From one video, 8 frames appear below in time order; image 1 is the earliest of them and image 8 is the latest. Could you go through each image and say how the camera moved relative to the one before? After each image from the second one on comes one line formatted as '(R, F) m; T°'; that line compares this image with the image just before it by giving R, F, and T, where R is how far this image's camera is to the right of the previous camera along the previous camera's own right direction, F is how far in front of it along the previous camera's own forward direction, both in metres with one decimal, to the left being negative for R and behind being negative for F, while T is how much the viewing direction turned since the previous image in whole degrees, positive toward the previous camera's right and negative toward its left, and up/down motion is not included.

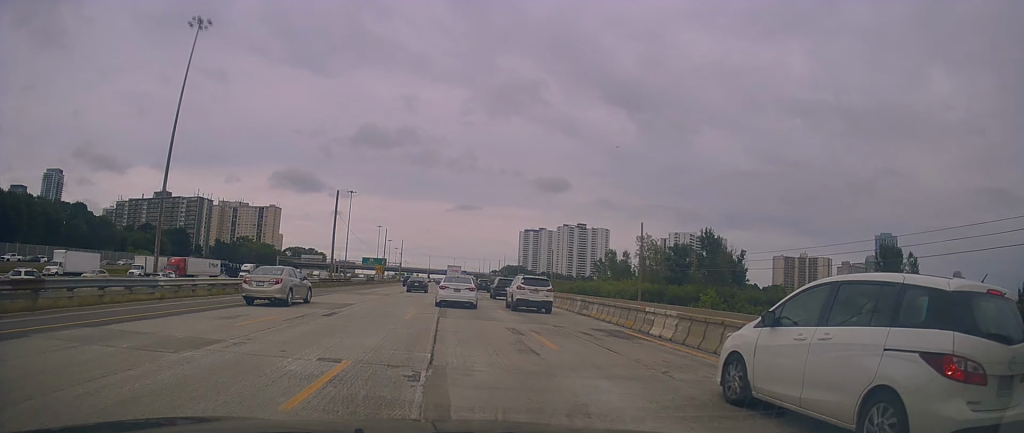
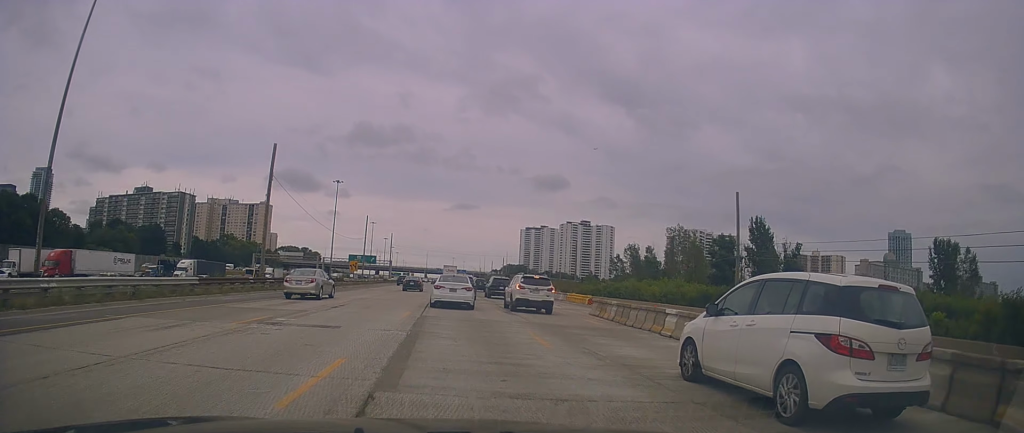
(+0.6, +24.8) m; +1°
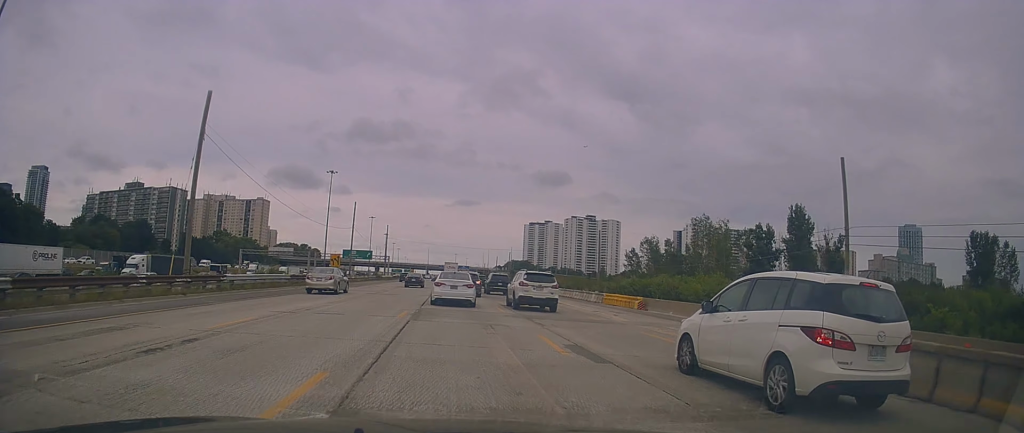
(-0.5, +13.8) m; 0°
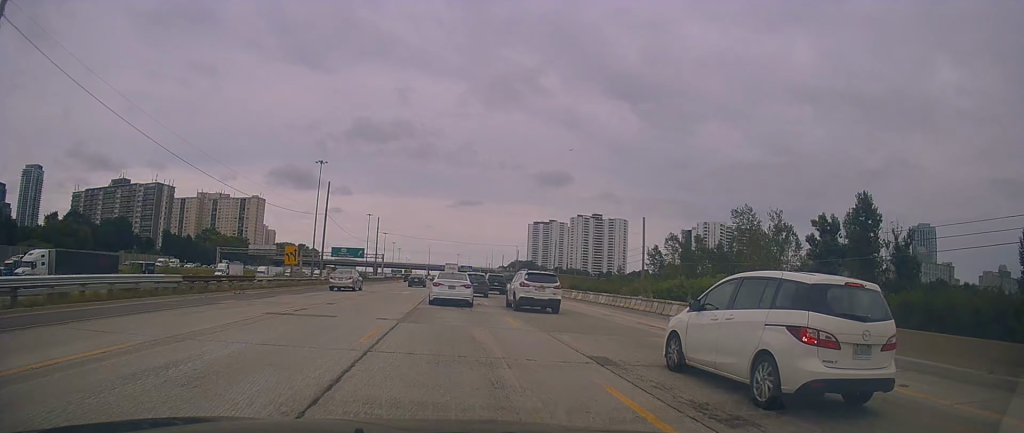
(+0.4, +19.0) m; 0°
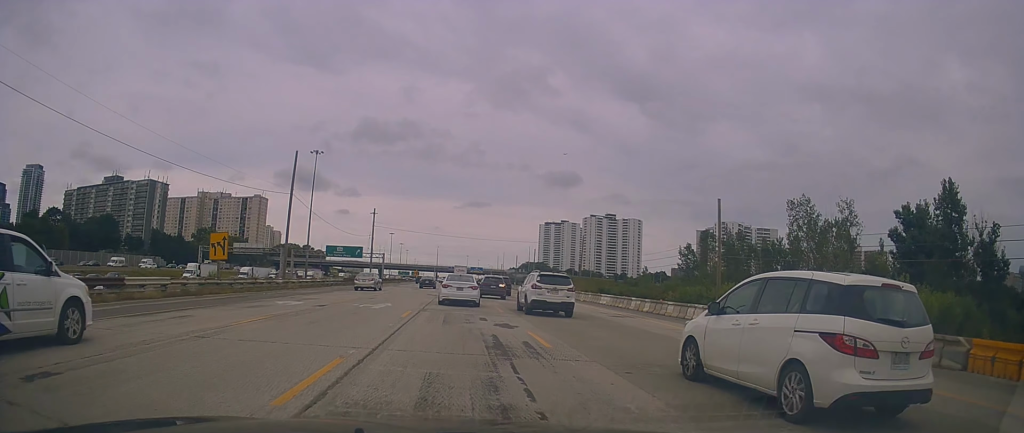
(-0.6, +16.6) m; -2°
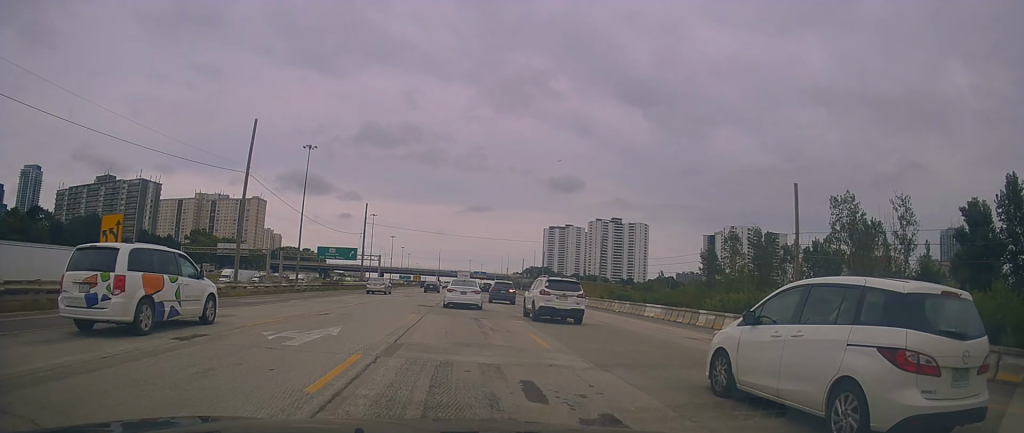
(-0.1, +10.5) m; +2°
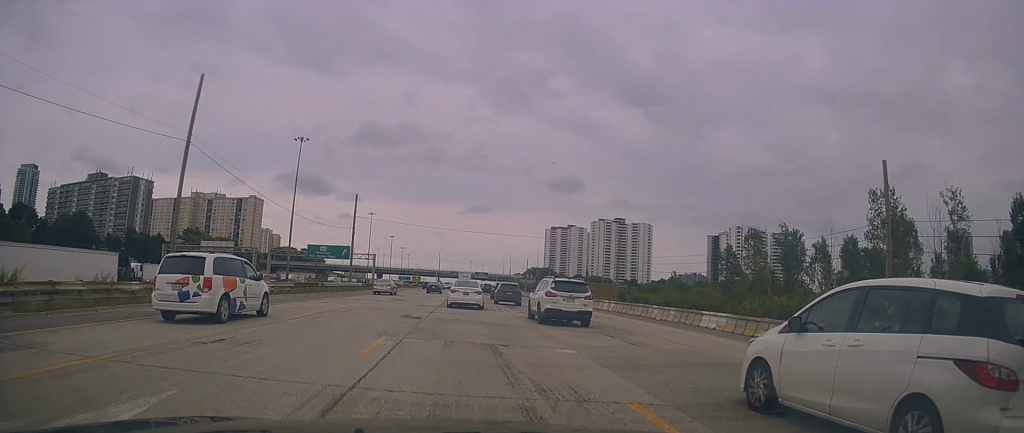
(+0.3, +8.4) m; +1°
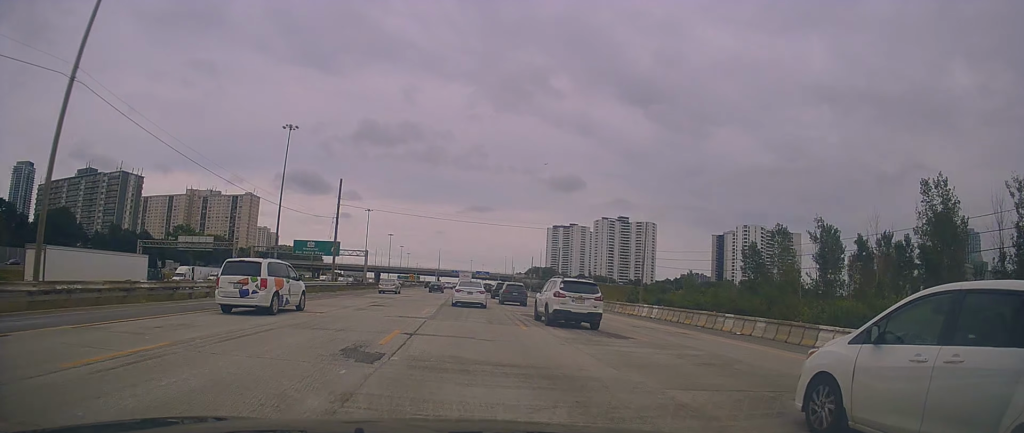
(+0.2, +9.6) m; +1°
